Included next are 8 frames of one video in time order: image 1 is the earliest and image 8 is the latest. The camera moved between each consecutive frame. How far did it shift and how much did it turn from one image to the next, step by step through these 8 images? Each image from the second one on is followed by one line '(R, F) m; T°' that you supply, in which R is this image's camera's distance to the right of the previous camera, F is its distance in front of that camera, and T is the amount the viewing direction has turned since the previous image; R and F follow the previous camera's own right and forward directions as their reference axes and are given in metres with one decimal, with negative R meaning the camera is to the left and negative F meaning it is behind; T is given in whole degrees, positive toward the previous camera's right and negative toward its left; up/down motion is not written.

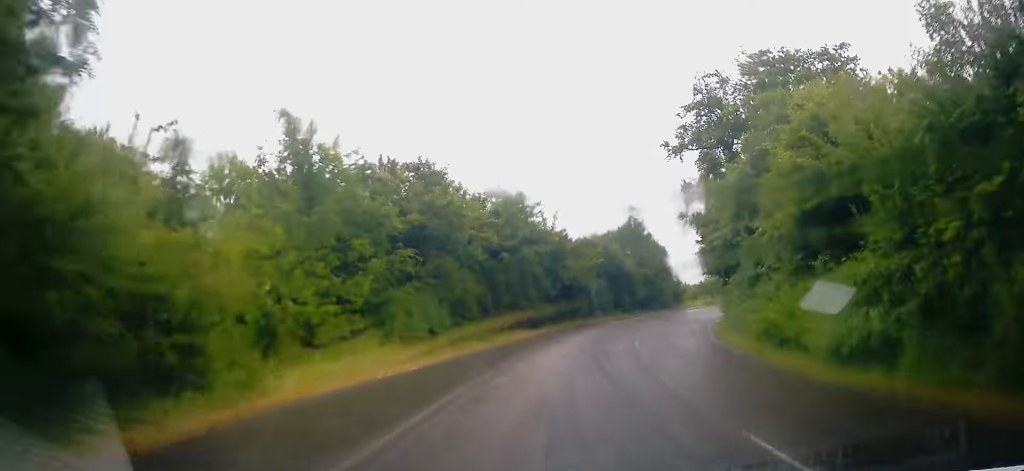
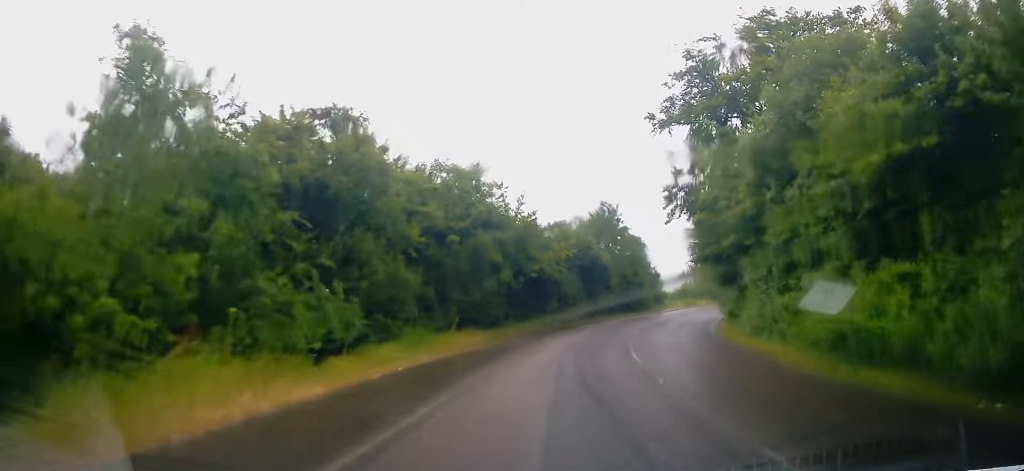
(-0.1, +7.2) m; +1°
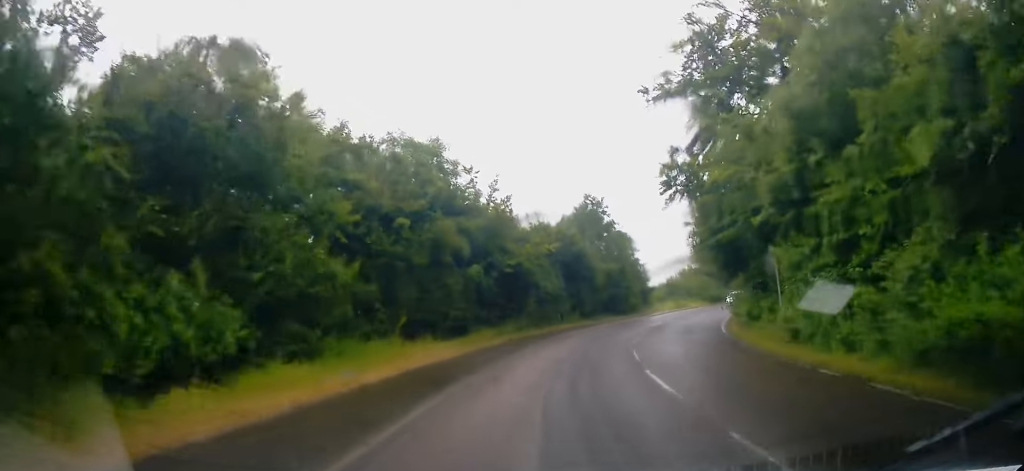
(0.0, +5.4) m; +1°
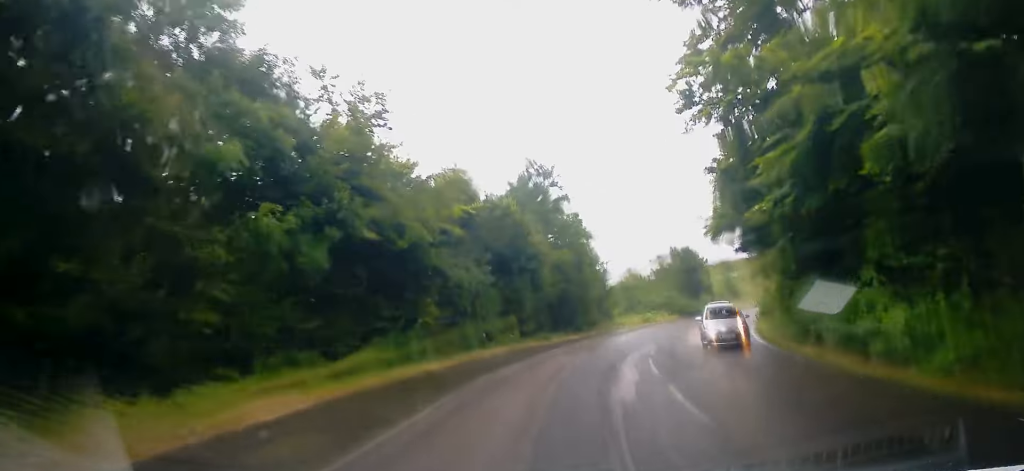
(+0.9, +15.4) m; +8°
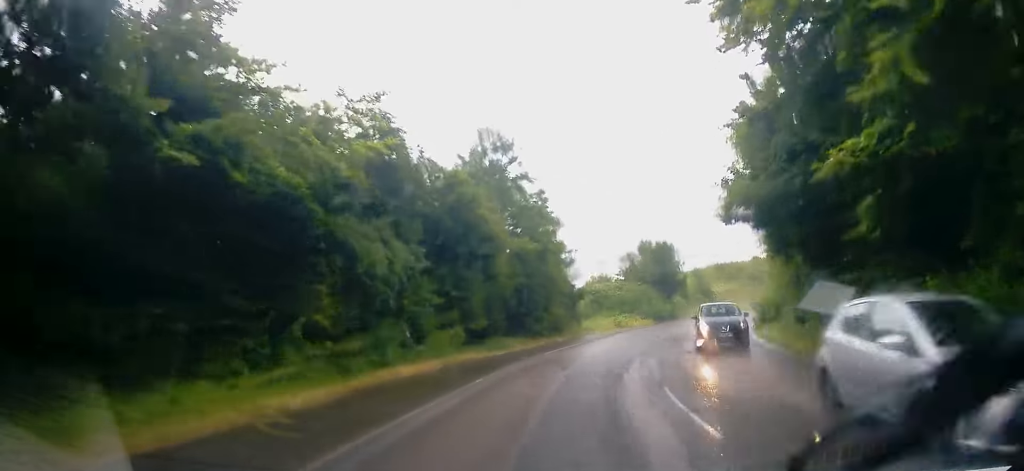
(+0.2, +6.6) m; +3°
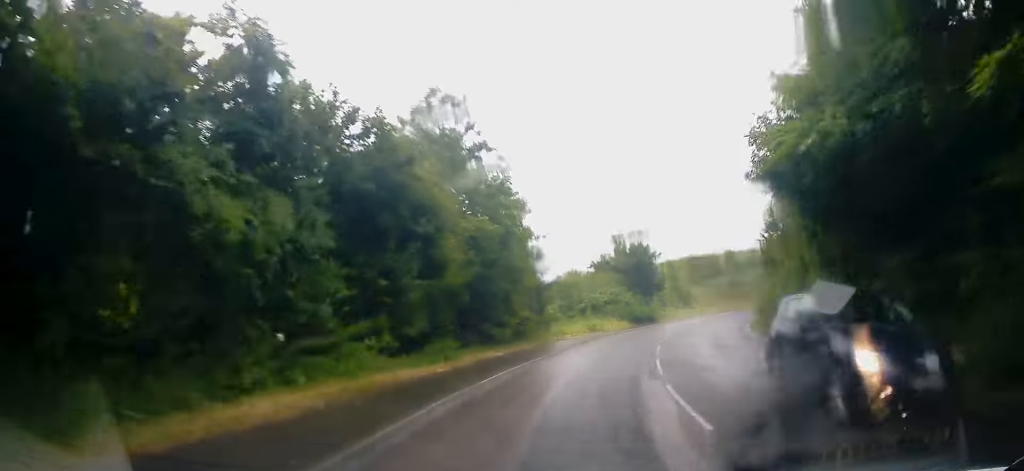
(+0.2, +5.8) m; +3°
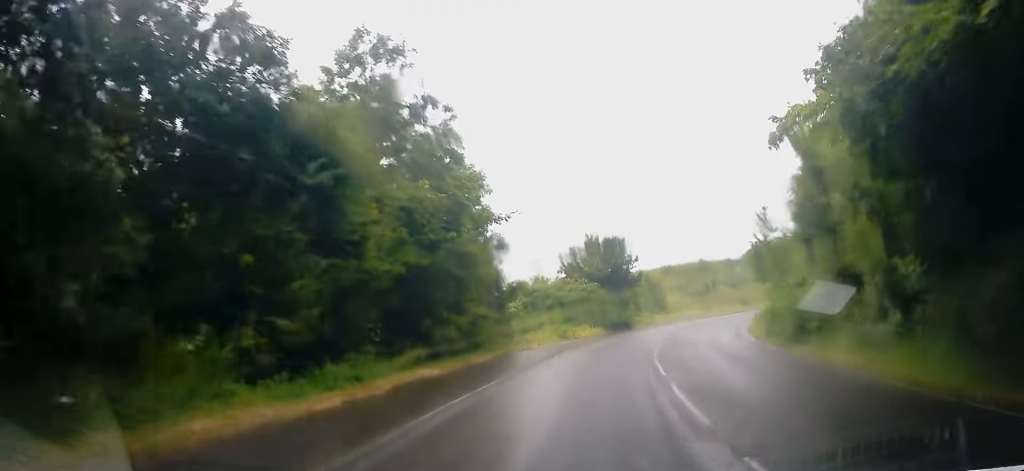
(+0.1, +5.7) m; +3°
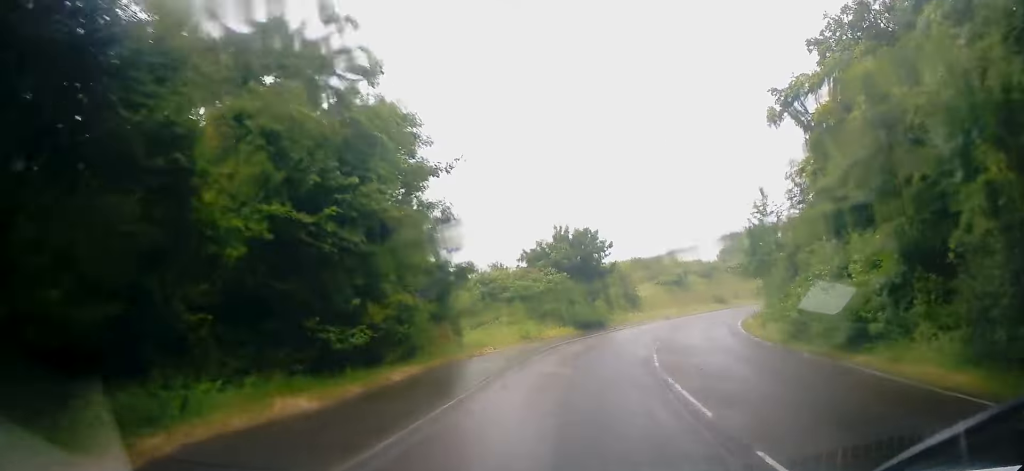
(0.0, +5.9) m; +4°
